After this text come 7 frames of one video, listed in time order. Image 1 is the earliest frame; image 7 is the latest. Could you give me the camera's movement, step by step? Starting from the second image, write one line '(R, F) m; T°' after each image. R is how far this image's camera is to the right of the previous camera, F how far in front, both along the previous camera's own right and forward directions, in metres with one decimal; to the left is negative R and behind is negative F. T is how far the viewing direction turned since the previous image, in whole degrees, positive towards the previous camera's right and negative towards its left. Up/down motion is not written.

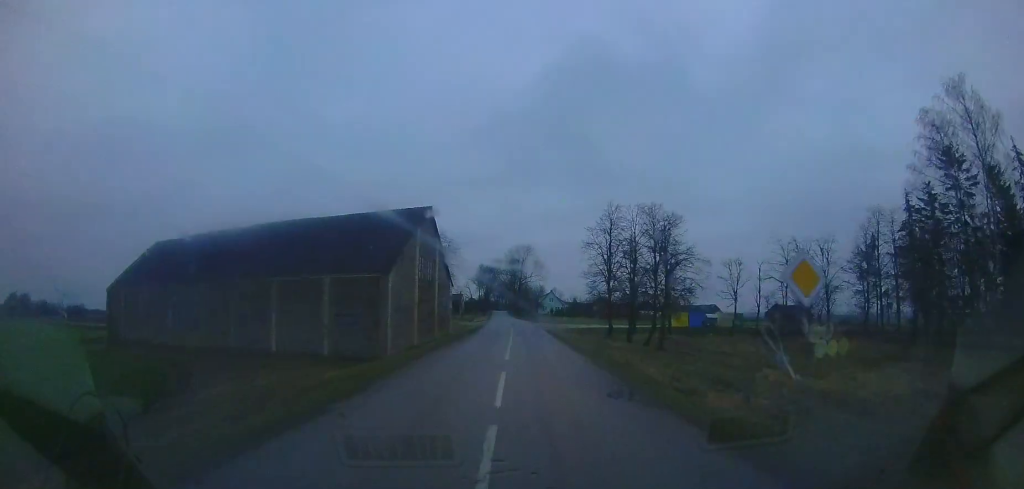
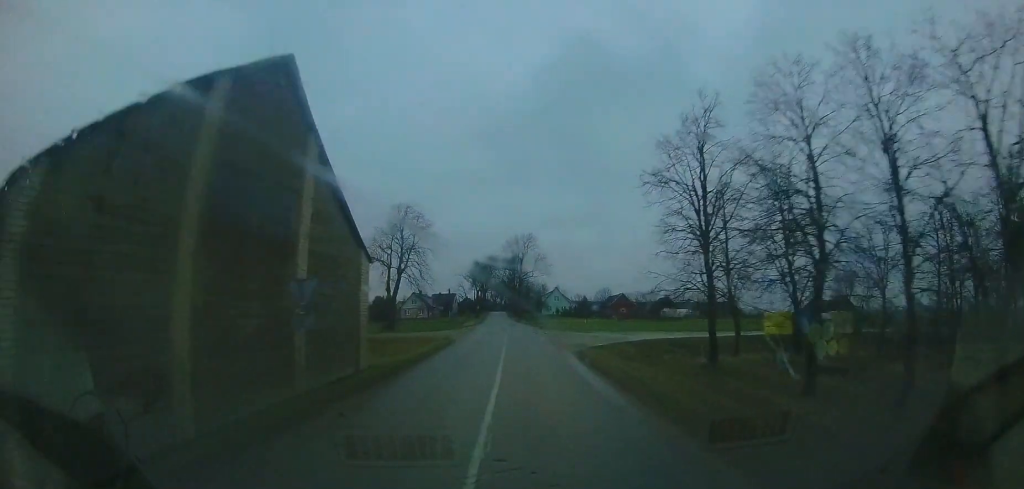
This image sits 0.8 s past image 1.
(+0.1, +15.3) m; -1°
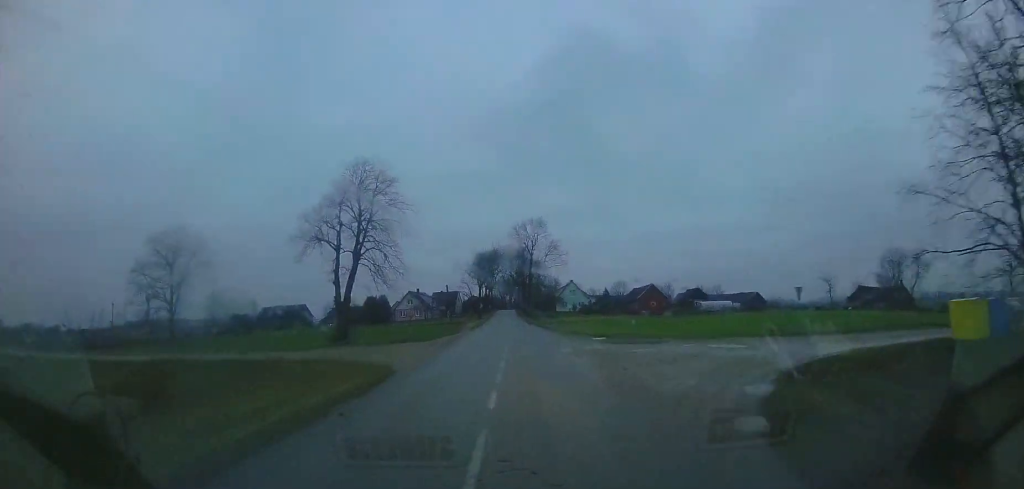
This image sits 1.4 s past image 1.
(0.0, +12.1) m; -1°
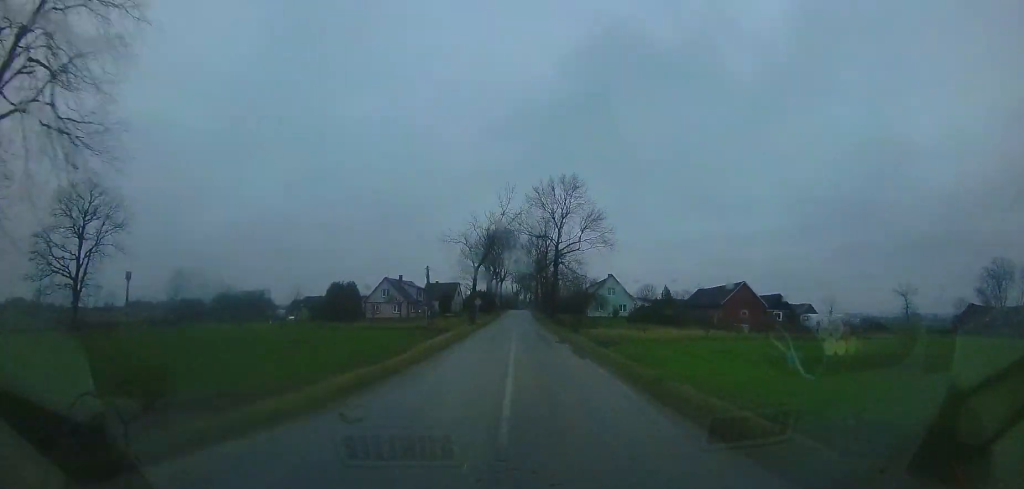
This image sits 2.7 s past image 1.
(-0.7, +23.9) m; -2°
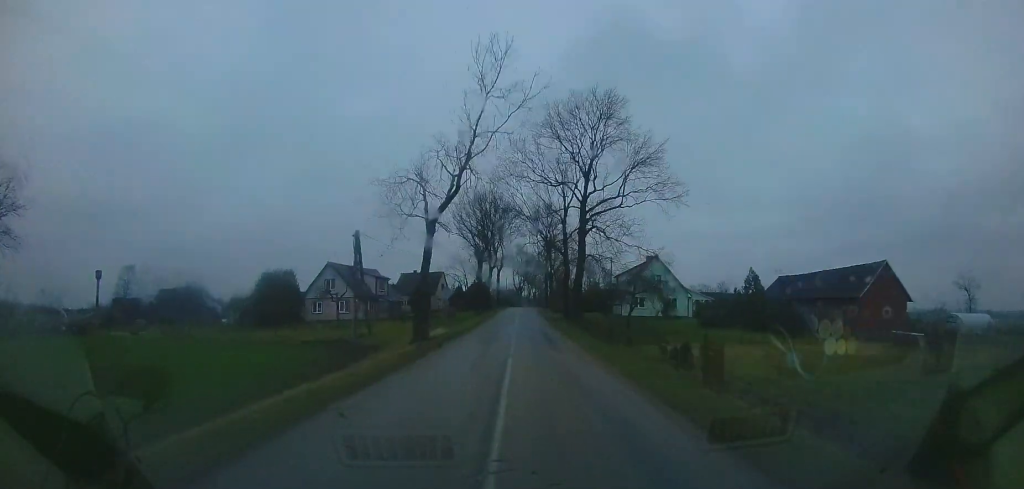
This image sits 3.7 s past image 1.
(-0.2, +19.1) m; 0°
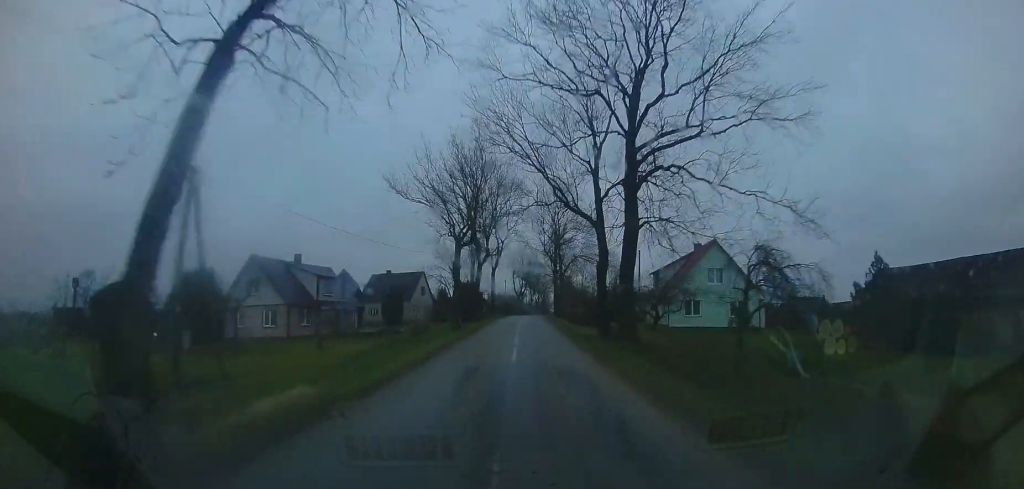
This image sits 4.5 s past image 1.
(-0.1, +13.4) m; 0°
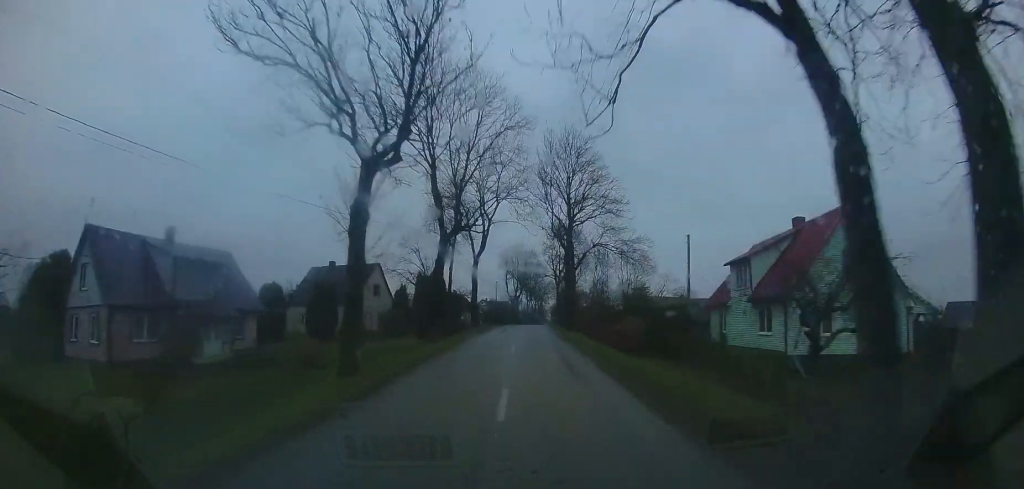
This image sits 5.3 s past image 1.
(+0.2, +14.4) m; 0°
